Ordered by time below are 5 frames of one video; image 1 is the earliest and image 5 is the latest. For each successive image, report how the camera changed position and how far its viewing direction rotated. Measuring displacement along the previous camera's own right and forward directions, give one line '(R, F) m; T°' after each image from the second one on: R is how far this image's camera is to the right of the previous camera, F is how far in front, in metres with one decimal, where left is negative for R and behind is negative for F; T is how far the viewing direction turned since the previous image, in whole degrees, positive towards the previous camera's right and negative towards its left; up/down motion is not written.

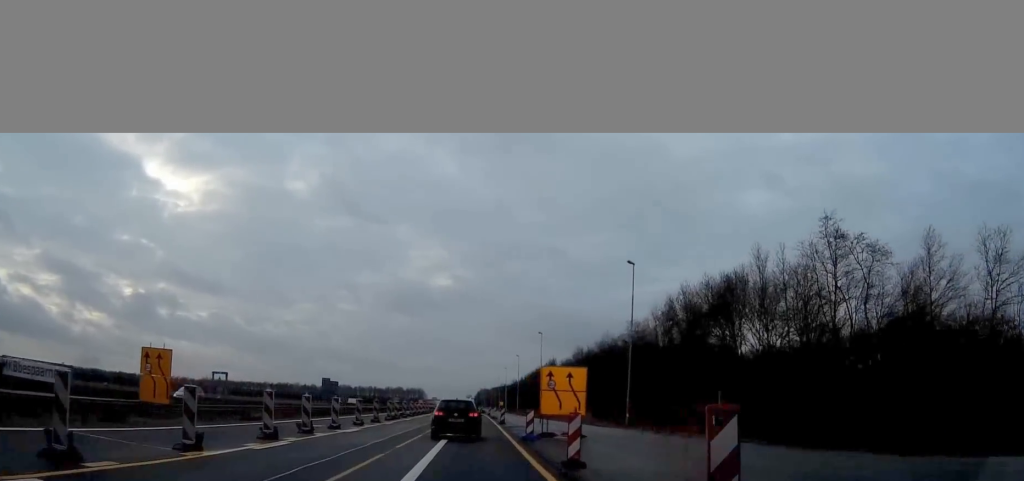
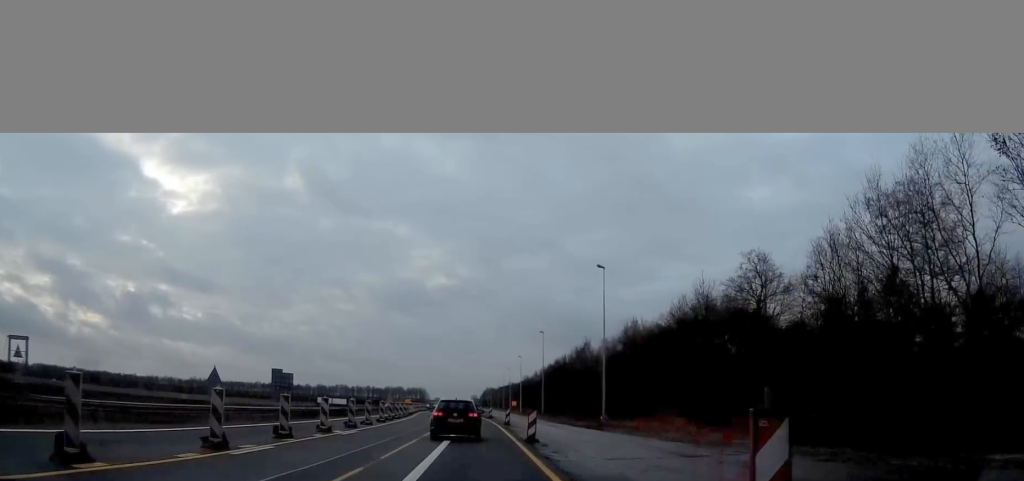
(-0.1, +49.3) m; -1°
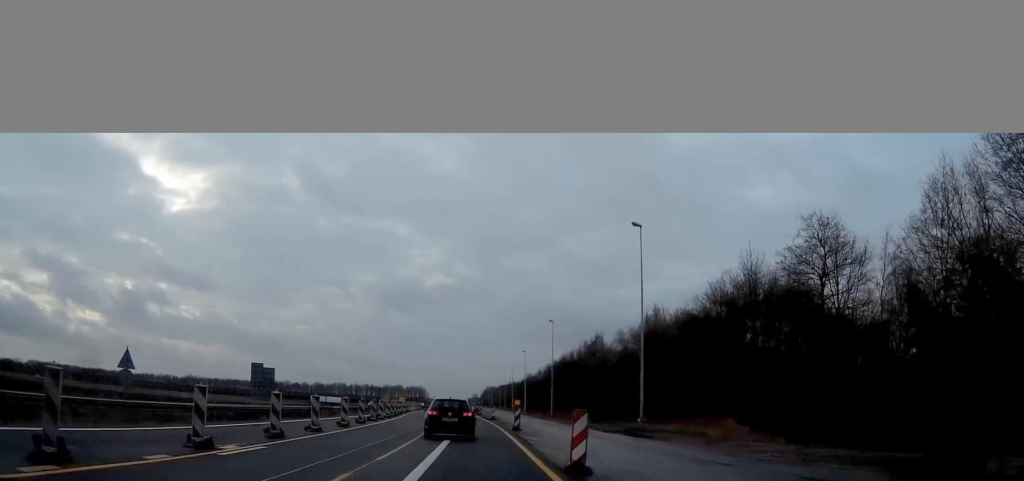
(0.0, +12.7) m; 0°
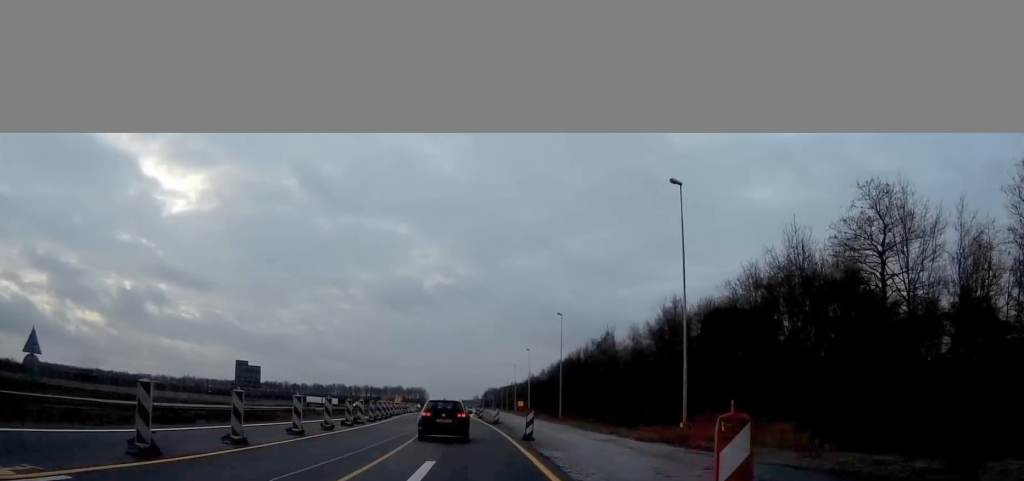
(0.0, +8.6) m; 0°
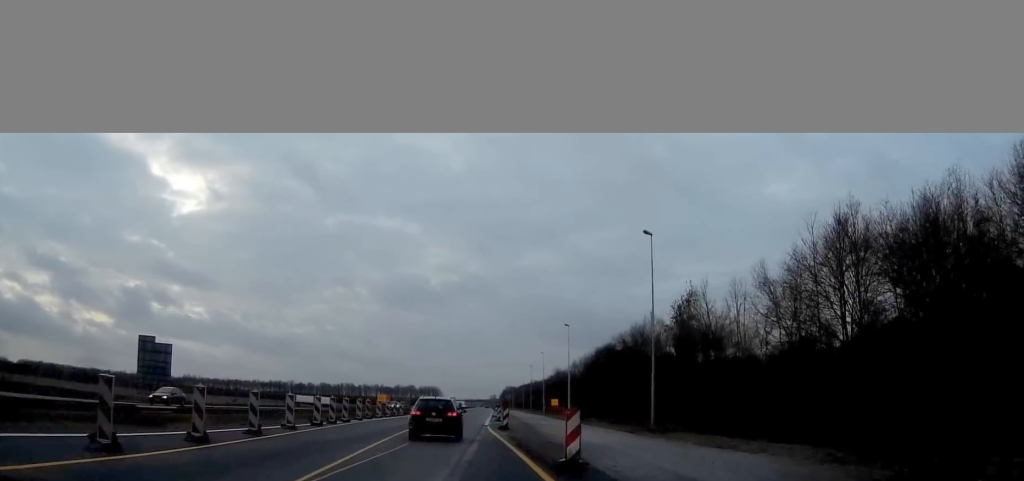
(-0.4, +38.8) m; -1°
